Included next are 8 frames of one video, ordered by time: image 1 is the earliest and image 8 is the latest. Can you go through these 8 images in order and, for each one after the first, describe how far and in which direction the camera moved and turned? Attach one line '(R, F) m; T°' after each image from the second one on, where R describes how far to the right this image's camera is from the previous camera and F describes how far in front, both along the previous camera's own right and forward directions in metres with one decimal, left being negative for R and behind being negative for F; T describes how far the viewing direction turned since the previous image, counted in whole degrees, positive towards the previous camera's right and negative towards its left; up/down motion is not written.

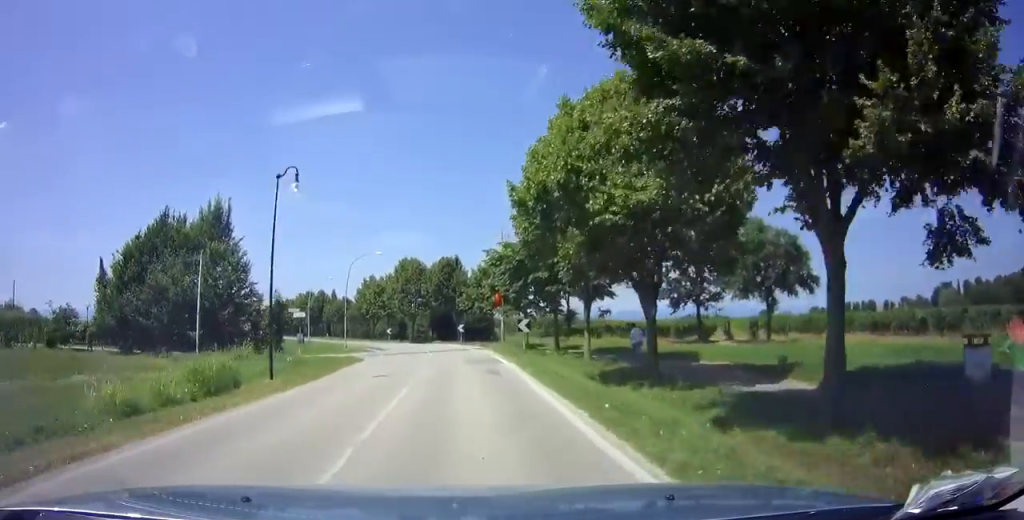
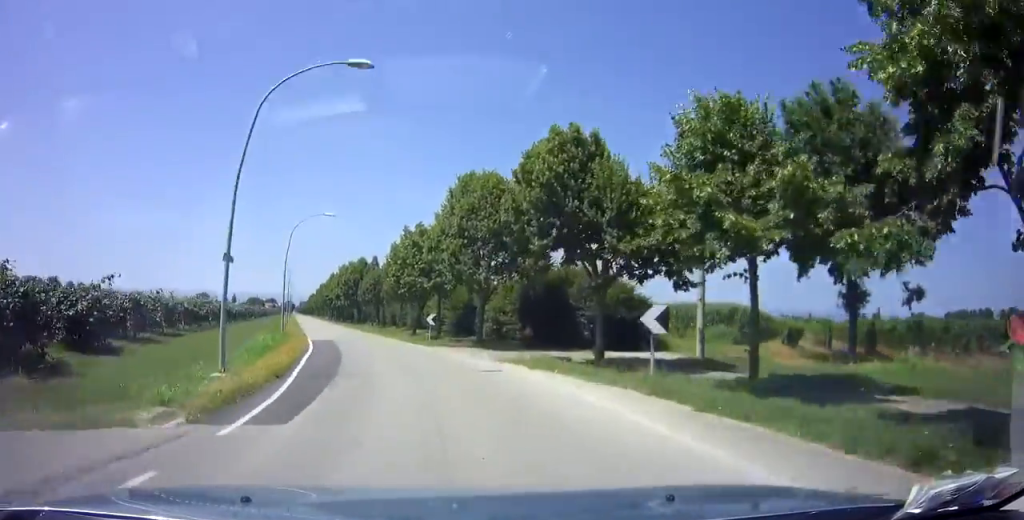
(-4.6, +33.8) m; -15°
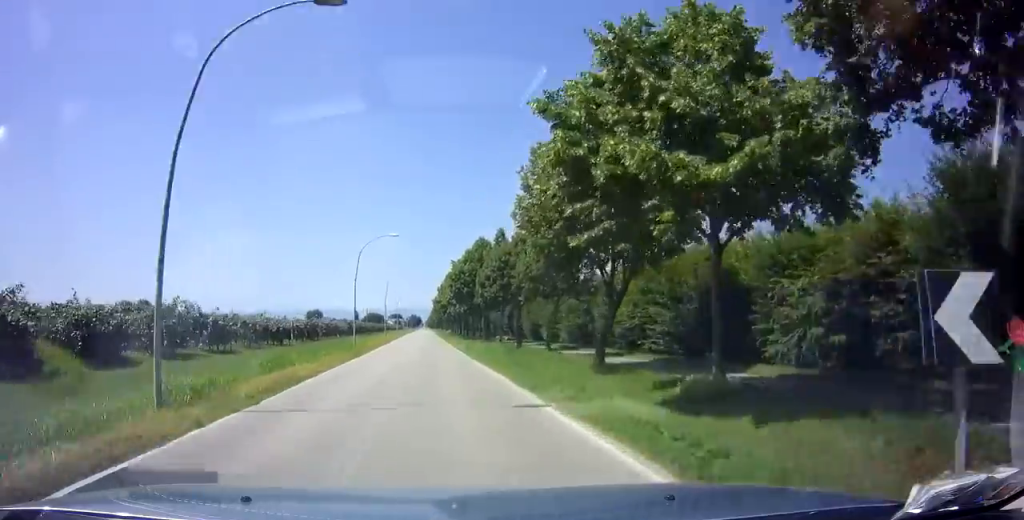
(-1.9, +28.8) m; -6°
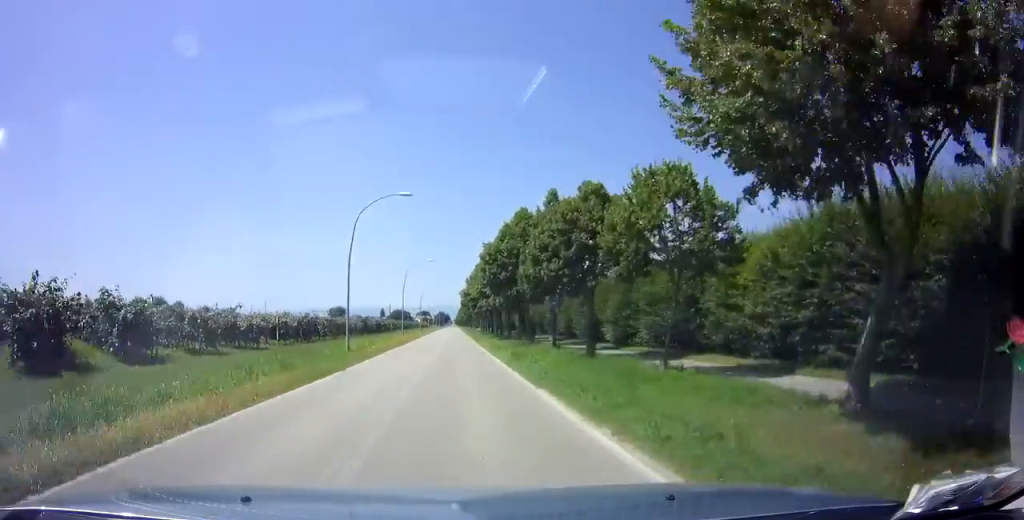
(-0.2, +11.9) m; -1°
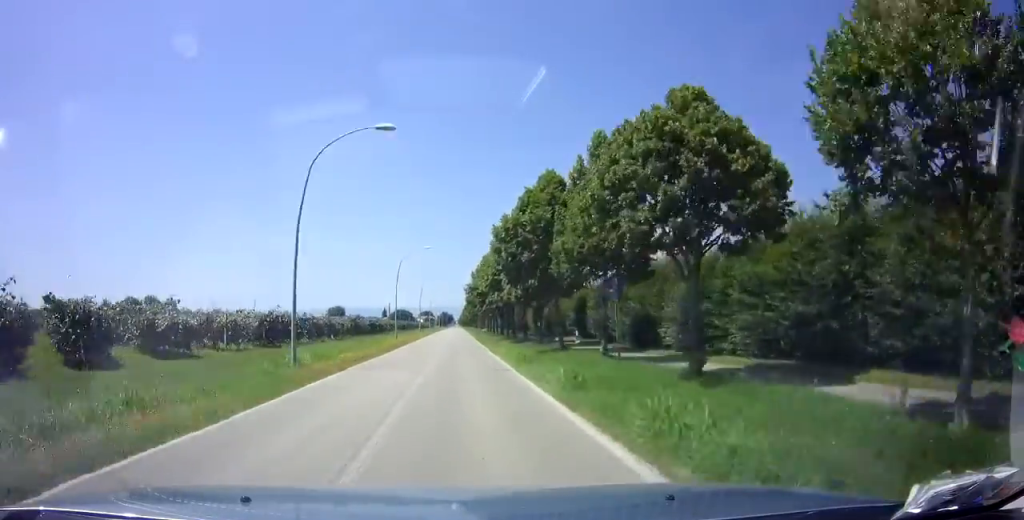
(-0.1, +9.8) m; +1°
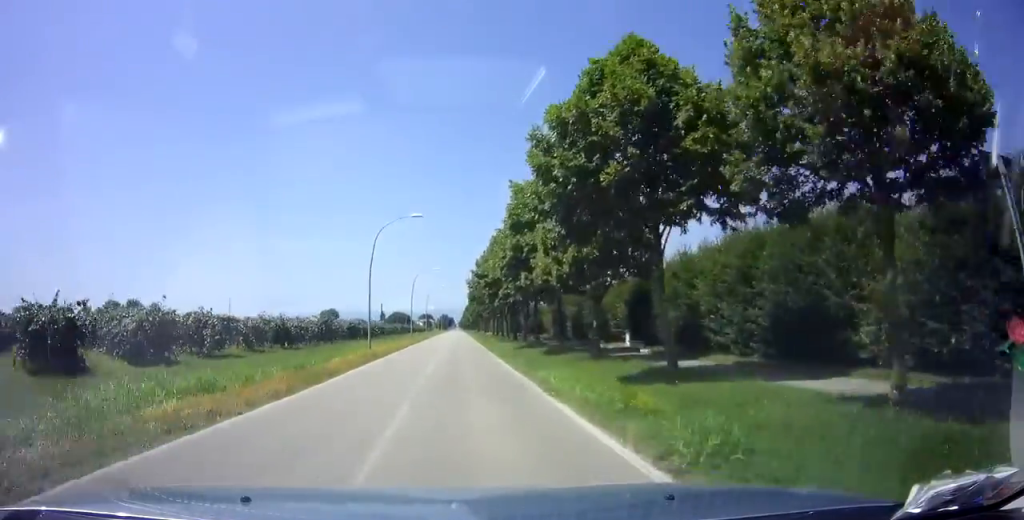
(+0.2, +14.9) m; 0°
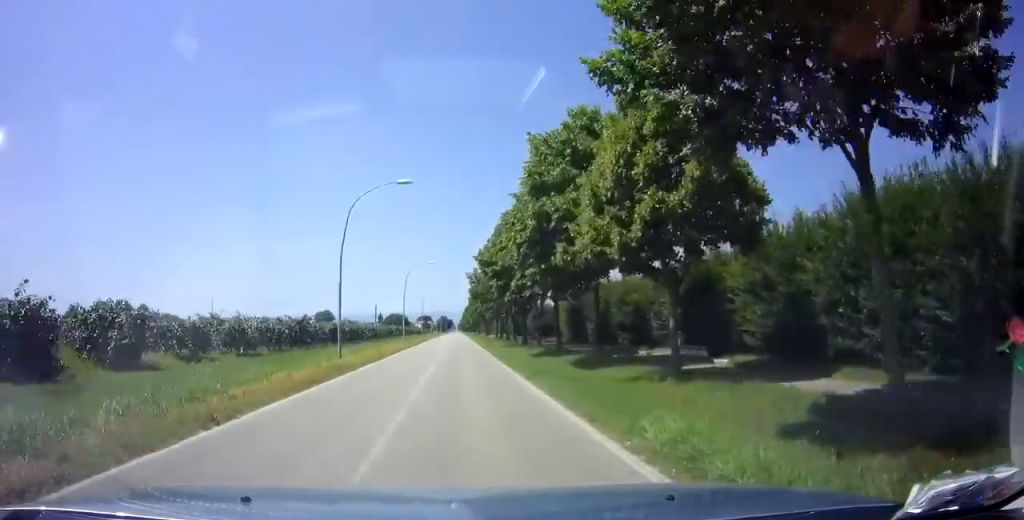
(0.0, +8.5) m; 0°
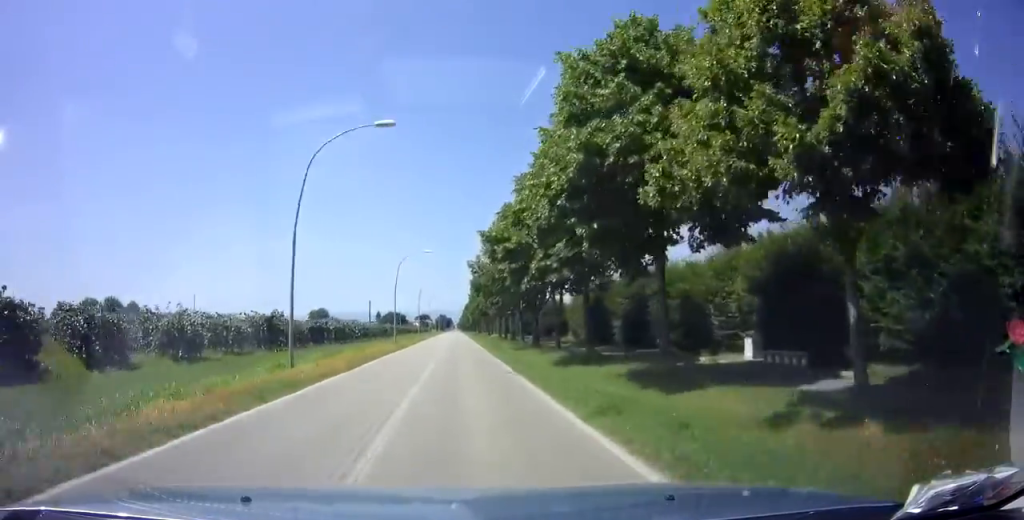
(-0.1, +7.5) m; 0°
